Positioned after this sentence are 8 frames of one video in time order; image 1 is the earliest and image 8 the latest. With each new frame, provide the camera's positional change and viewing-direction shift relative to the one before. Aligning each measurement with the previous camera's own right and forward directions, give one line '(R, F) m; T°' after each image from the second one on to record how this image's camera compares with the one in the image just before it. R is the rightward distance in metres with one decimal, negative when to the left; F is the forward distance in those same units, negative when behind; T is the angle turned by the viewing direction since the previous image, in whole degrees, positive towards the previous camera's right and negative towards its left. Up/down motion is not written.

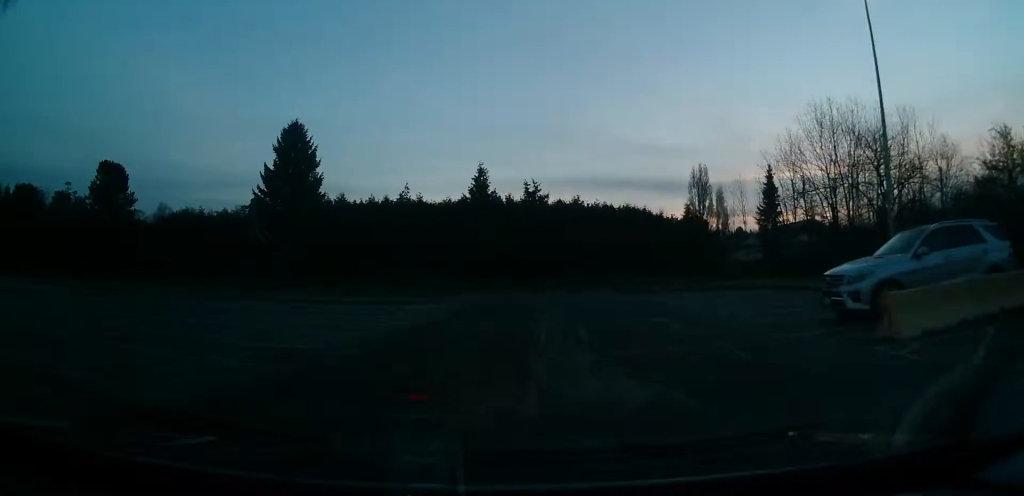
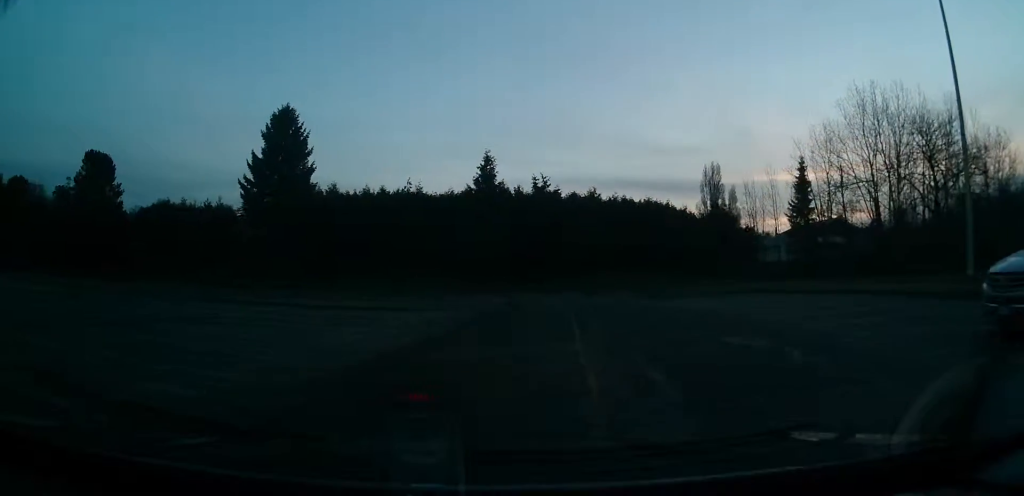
(-0.3, +4.7) m; +10°
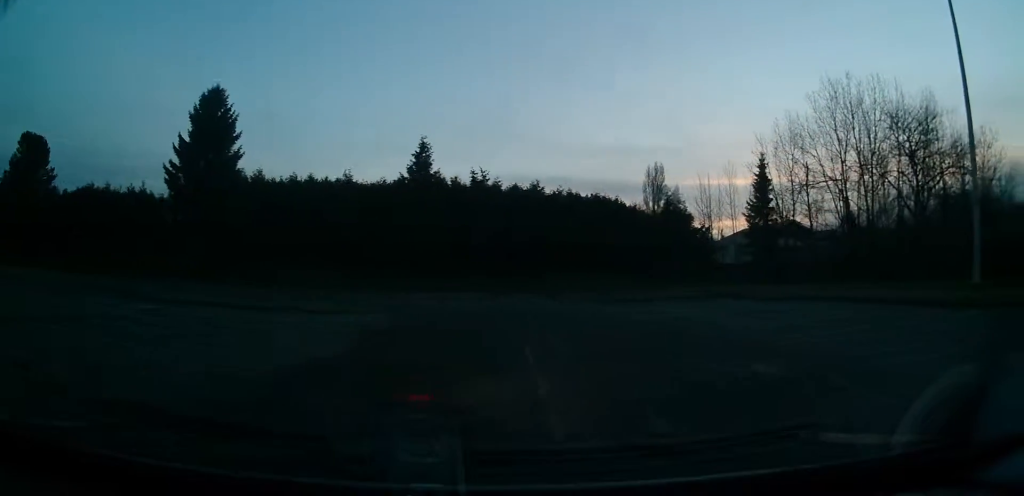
(+0.5, +3.2) m; +13°
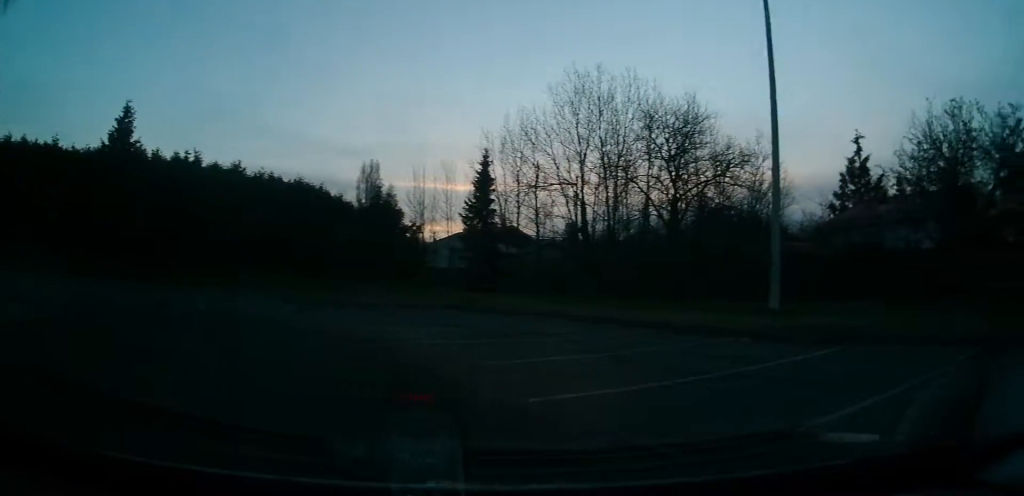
(+1.5, +4.5) m; +21°
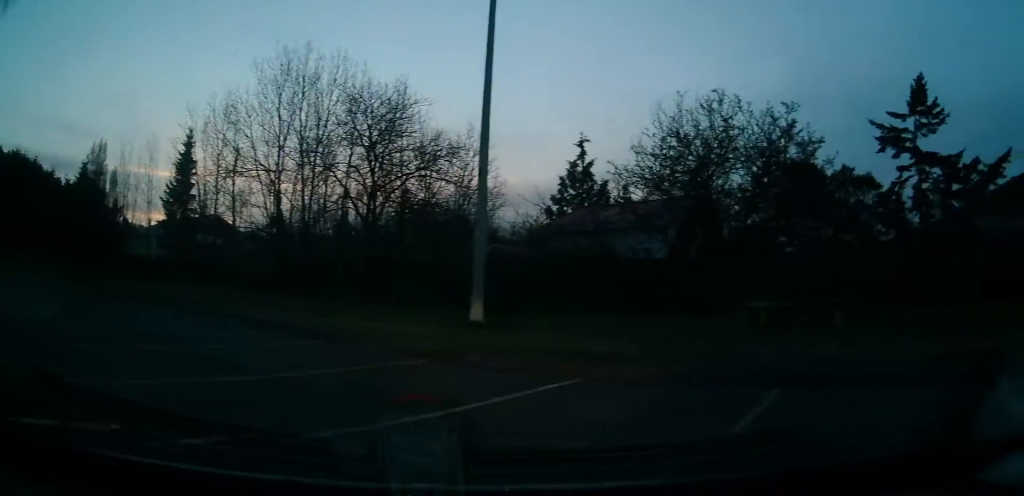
(+0.1, +2.8) m; +9°
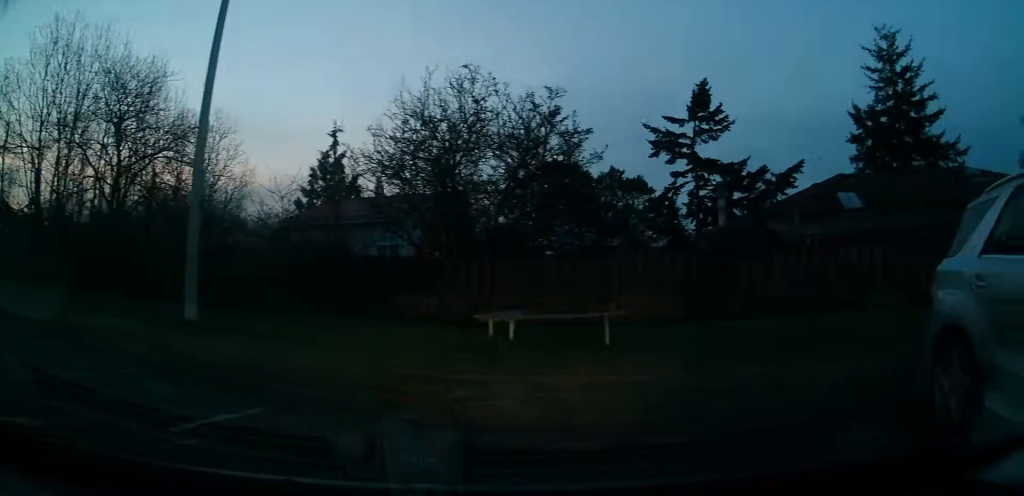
(+0.1, +1.8) m; +22°
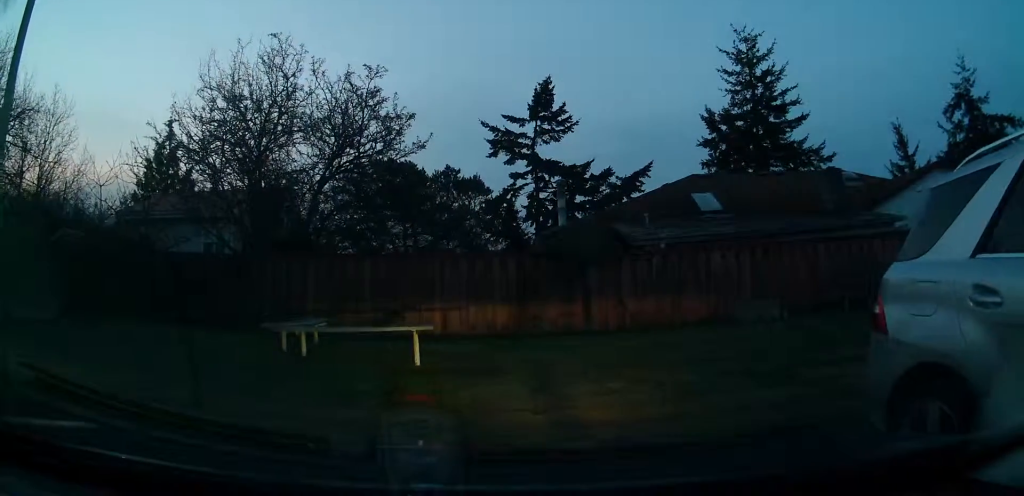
(+0.8, +1.6) m; +2°
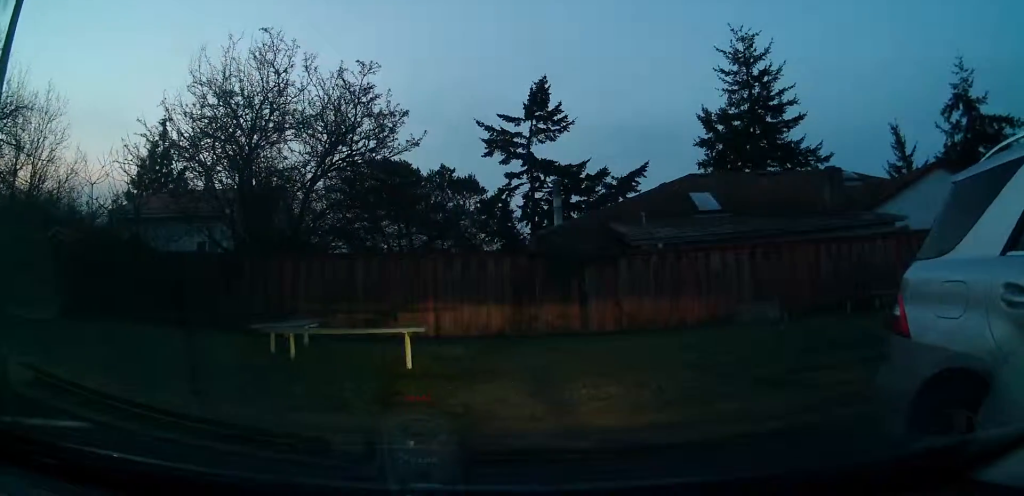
(0.0, +0.2) m; 0°
